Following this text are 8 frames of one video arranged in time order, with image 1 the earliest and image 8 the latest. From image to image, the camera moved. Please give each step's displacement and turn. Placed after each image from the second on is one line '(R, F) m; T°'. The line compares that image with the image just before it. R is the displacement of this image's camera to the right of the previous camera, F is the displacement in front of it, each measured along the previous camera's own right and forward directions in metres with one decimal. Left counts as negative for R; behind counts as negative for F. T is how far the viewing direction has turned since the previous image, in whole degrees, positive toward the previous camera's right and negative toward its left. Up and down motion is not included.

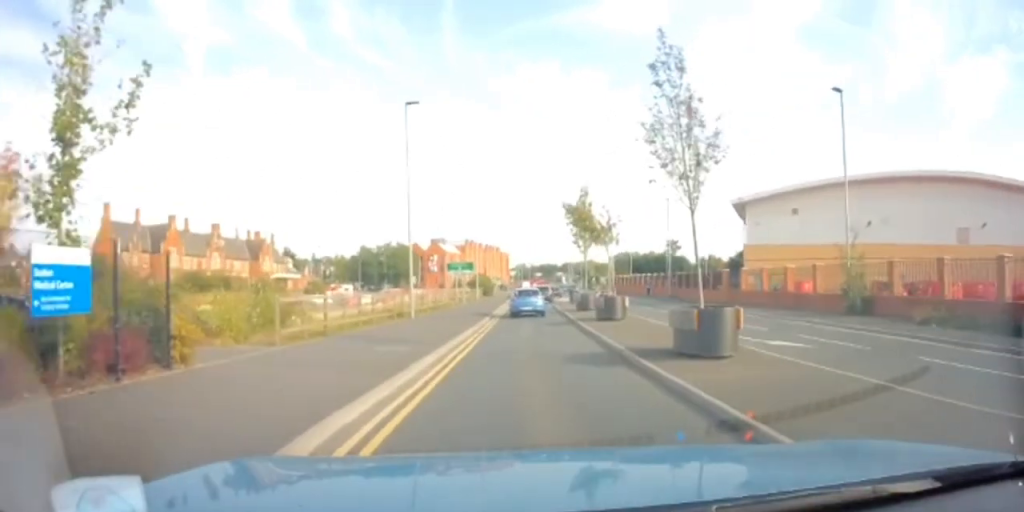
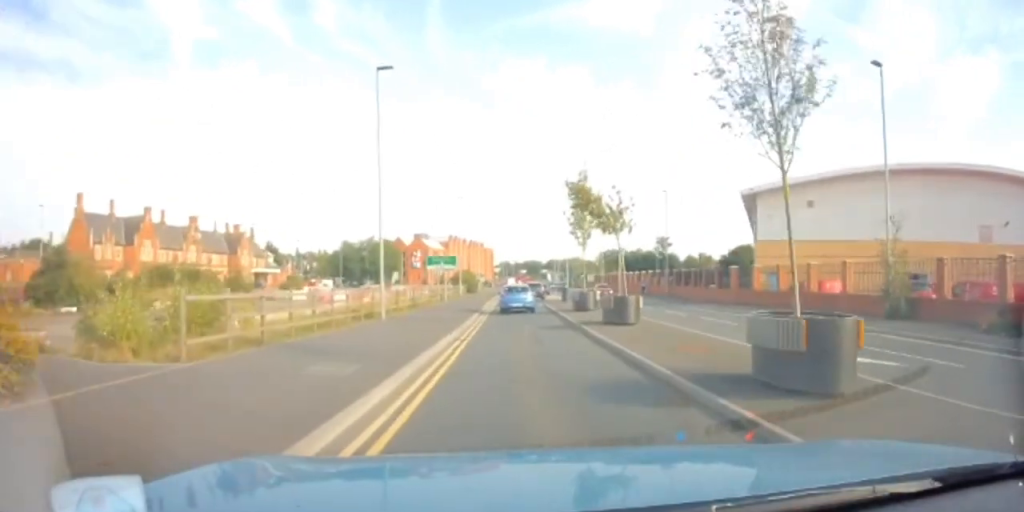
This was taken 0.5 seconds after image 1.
(+0.1, +4.0) m; +2°
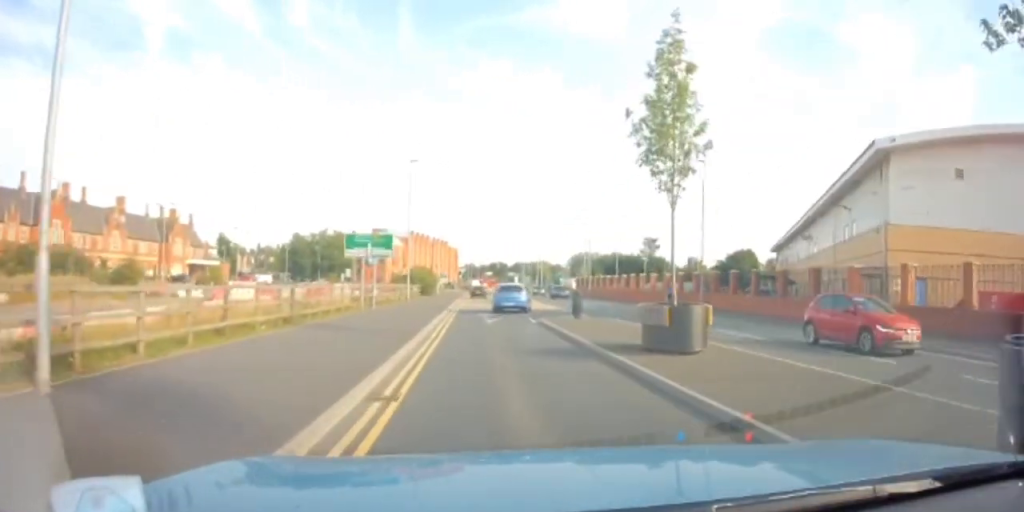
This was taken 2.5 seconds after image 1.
(+0.5, +17.0) m; +4°
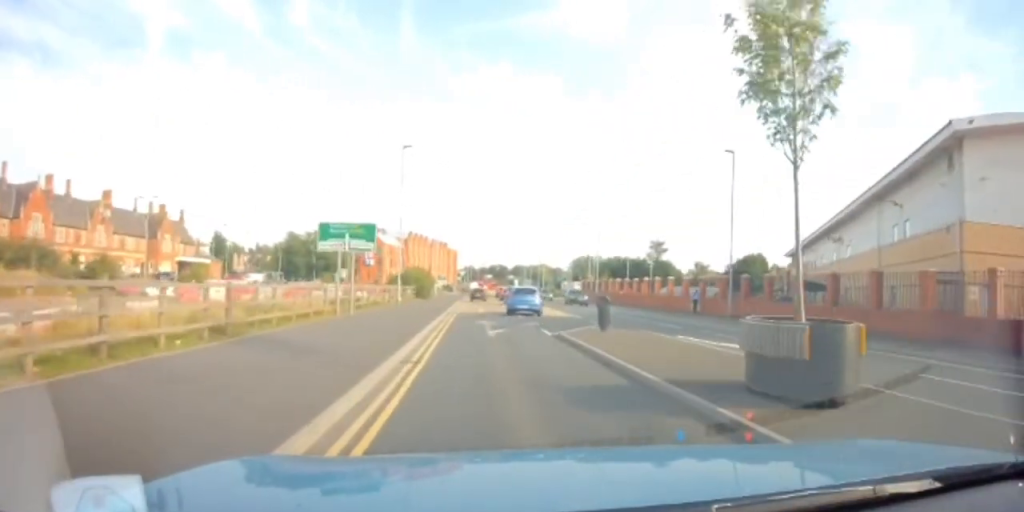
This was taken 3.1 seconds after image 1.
(0.0, +4.7) m; +2°
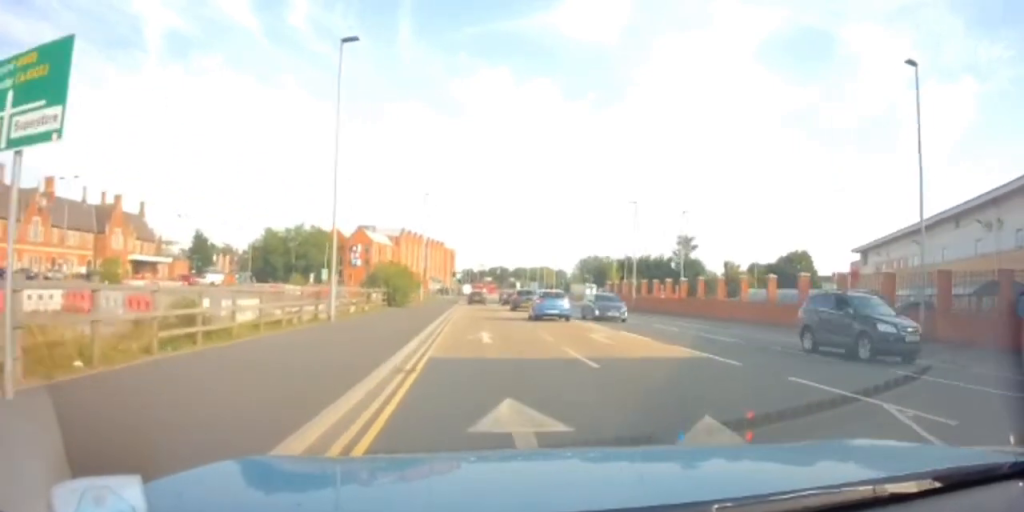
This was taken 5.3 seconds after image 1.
(+0.3, +16.7) m; -3°
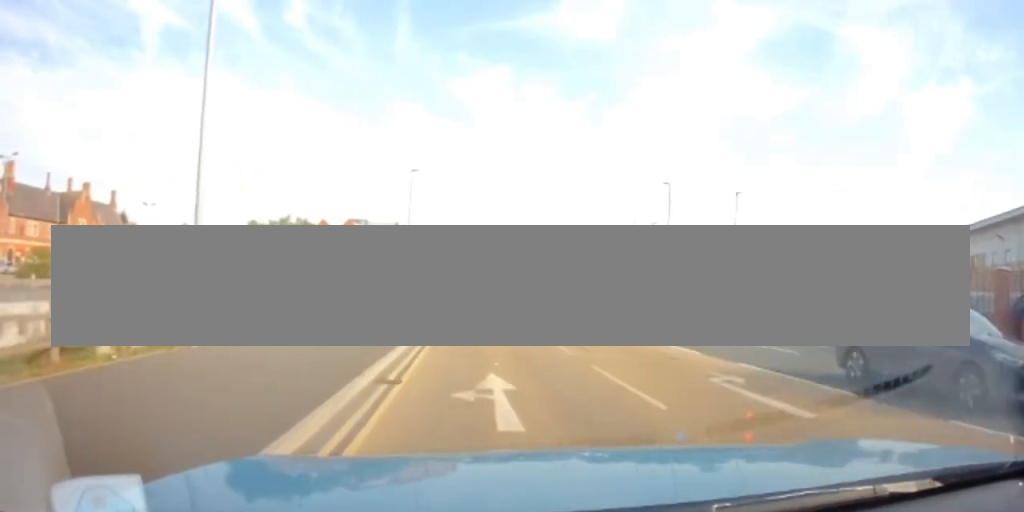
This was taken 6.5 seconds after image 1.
(-0.2, +9.9) m; +1°
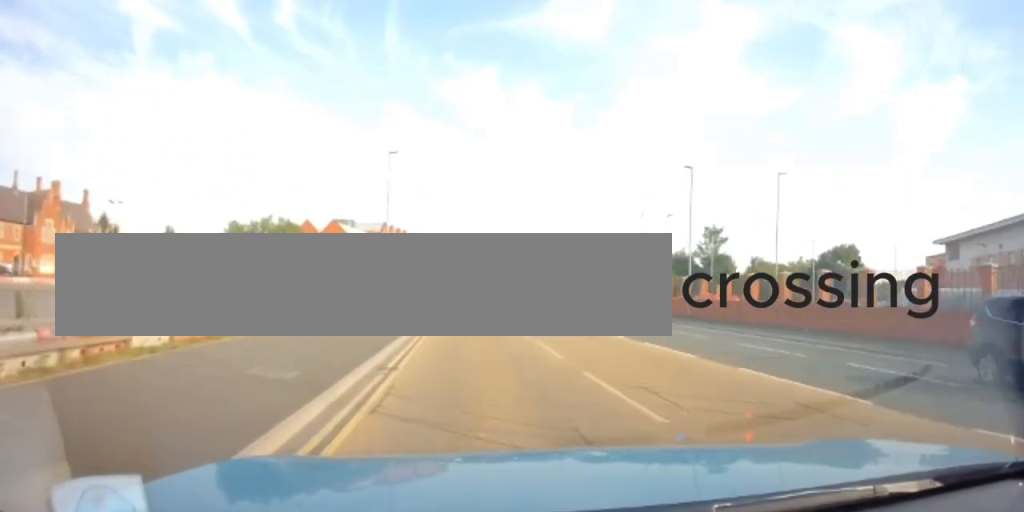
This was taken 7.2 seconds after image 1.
(+0.1, +6.6) m; +1°
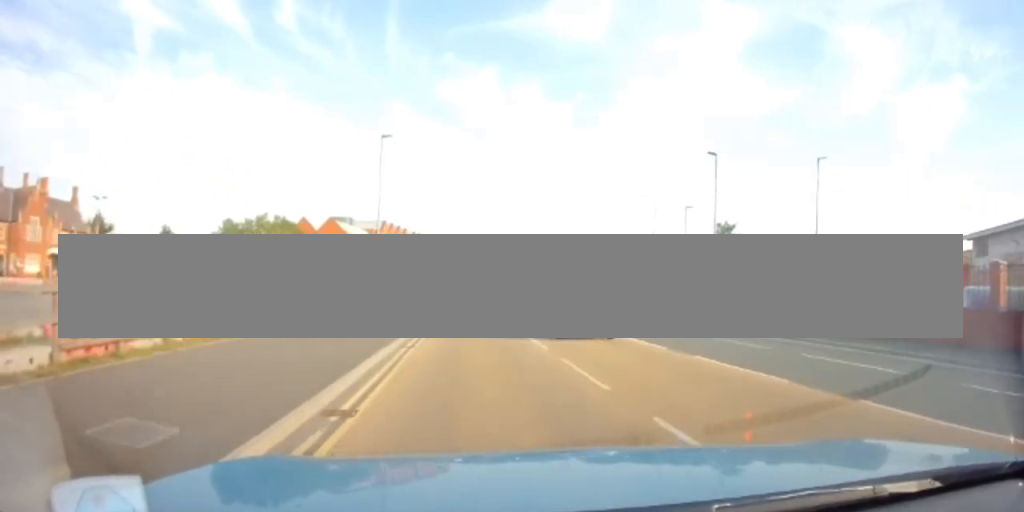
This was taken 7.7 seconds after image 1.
(+0.1, +3.8) m; -1°
